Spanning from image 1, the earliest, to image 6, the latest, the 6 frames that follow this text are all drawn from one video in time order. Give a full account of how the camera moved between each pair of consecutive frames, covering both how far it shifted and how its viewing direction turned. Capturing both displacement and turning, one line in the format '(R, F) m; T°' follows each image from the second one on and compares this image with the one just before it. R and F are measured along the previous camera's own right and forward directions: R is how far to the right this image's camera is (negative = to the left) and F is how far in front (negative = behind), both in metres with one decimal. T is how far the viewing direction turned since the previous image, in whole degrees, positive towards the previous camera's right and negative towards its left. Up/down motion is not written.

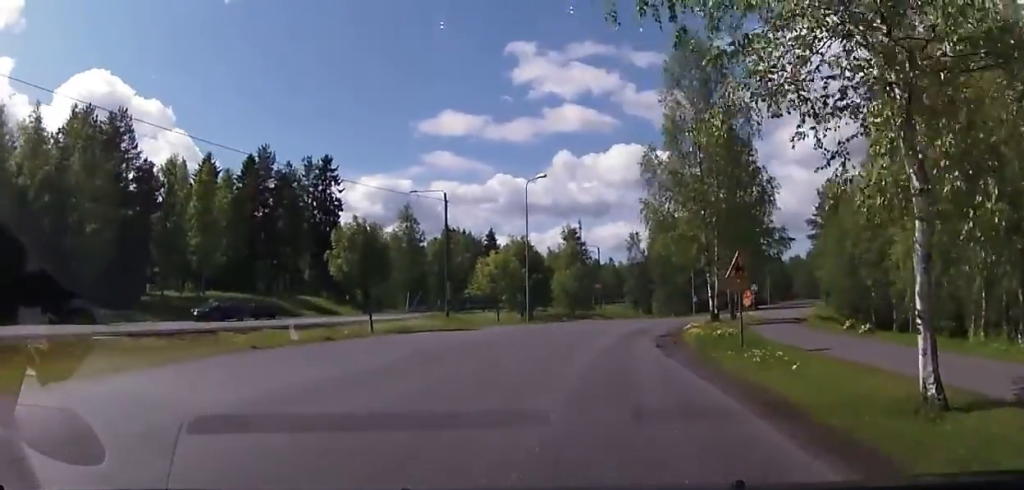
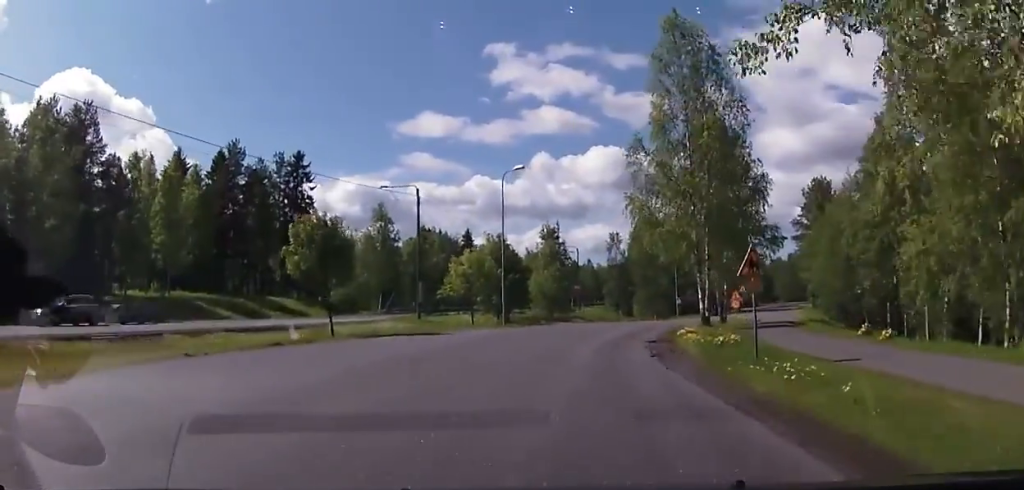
(-0.3, +2.6) m; -1°
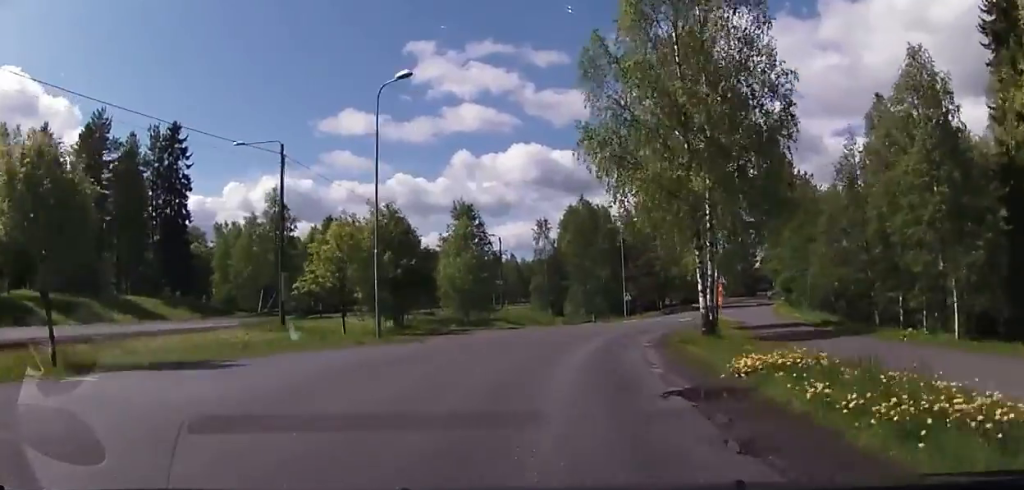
(+1.3, +13.2) m; +5°
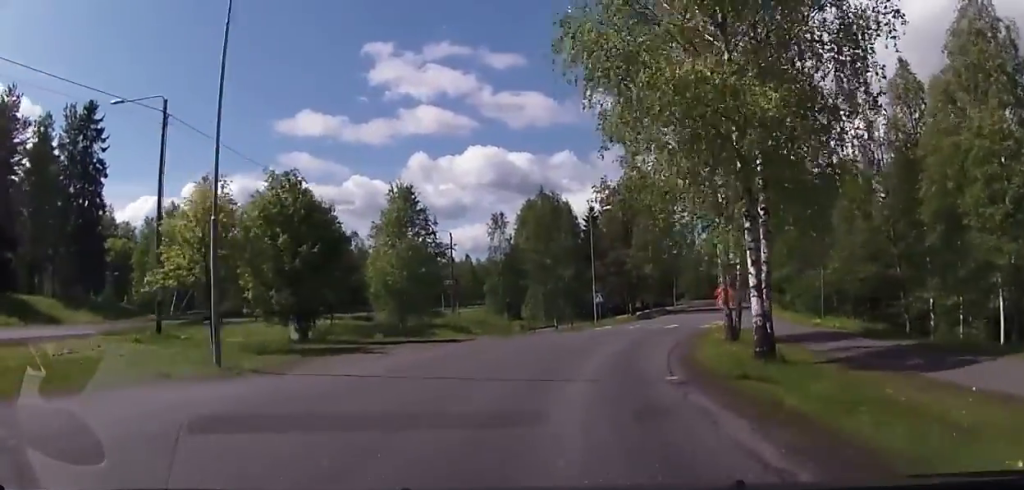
(-0.3, +8.3) m; +4°
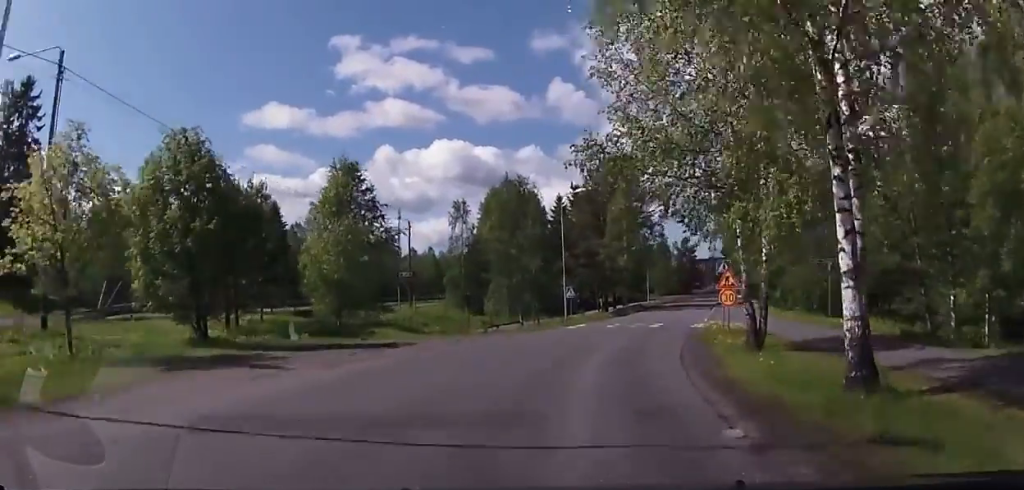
(+0.5, +5.3) m; +6°
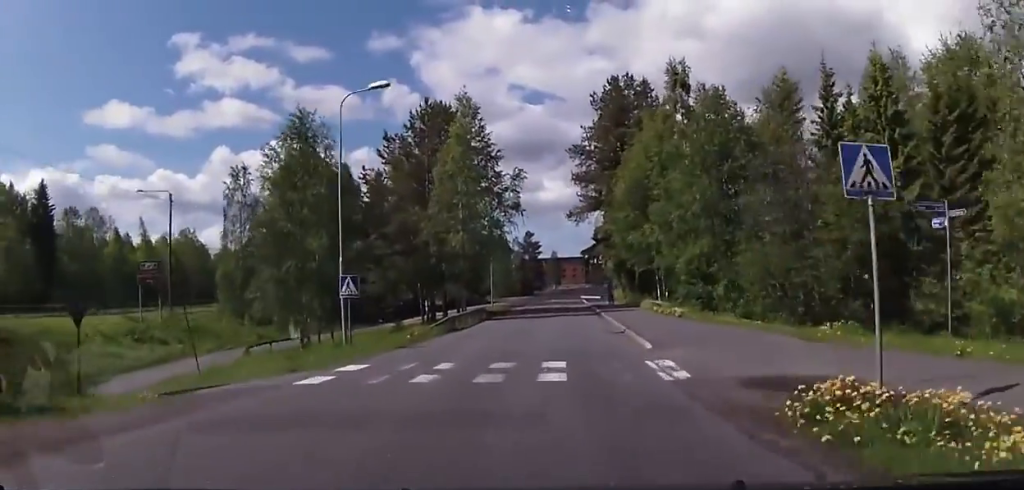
(+2.3, +21.1) m; +8°
